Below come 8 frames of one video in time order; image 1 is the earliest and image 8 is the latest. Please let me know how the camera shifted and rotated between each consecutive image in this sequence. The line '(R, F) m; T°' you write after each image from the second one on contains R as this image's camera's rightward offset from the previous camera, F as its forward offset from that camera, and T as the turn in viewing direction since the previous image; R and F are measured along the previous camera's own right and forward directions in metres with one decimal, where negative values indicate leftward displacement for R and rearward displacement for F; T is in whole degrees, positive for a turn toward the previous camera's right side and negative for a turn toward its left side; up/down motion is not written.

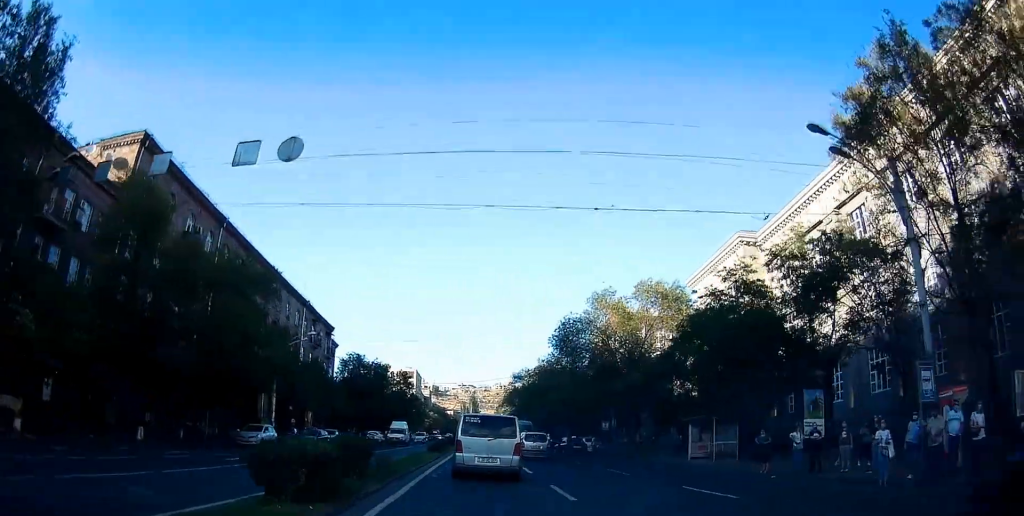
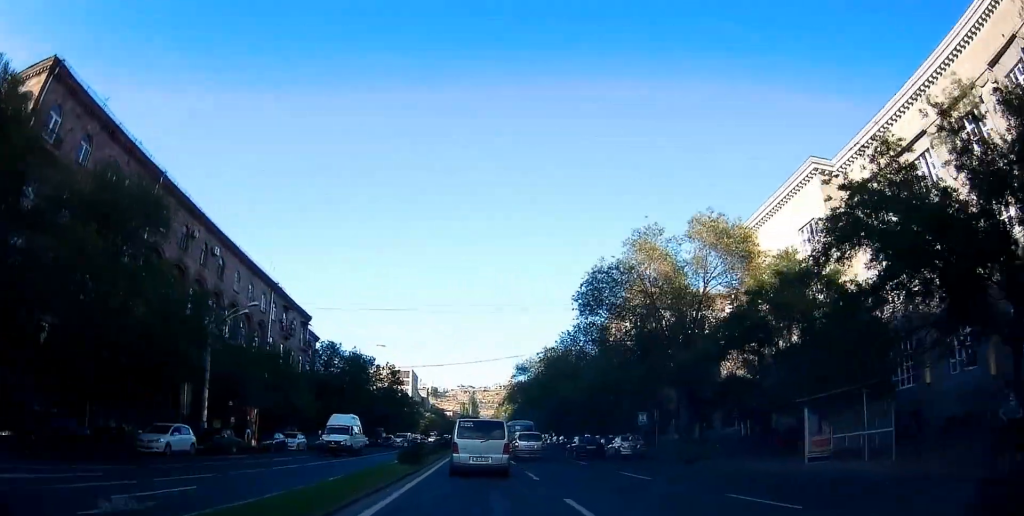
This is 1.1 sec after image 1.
(-0.3, +12.1) m; -1°
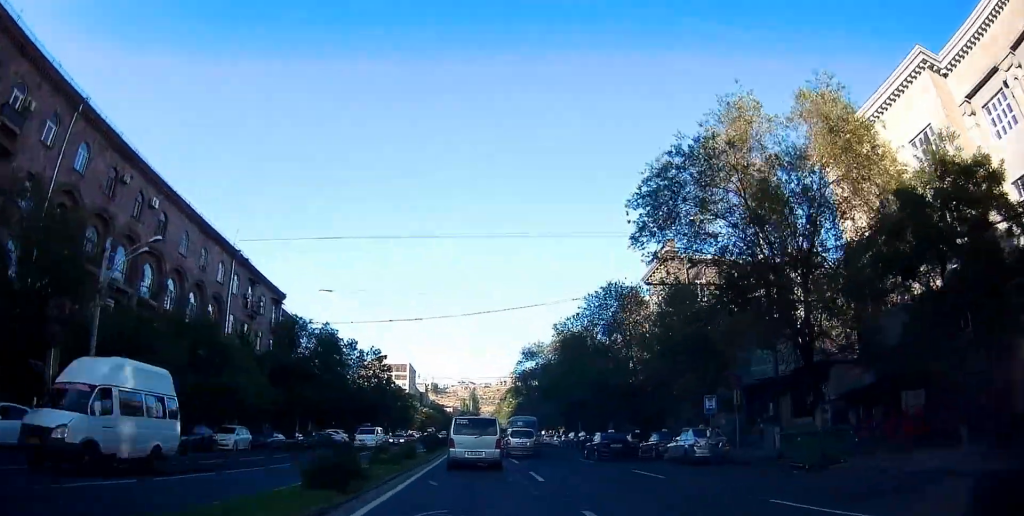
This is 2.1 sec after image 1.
(+0.1, +12.1) m; +1°
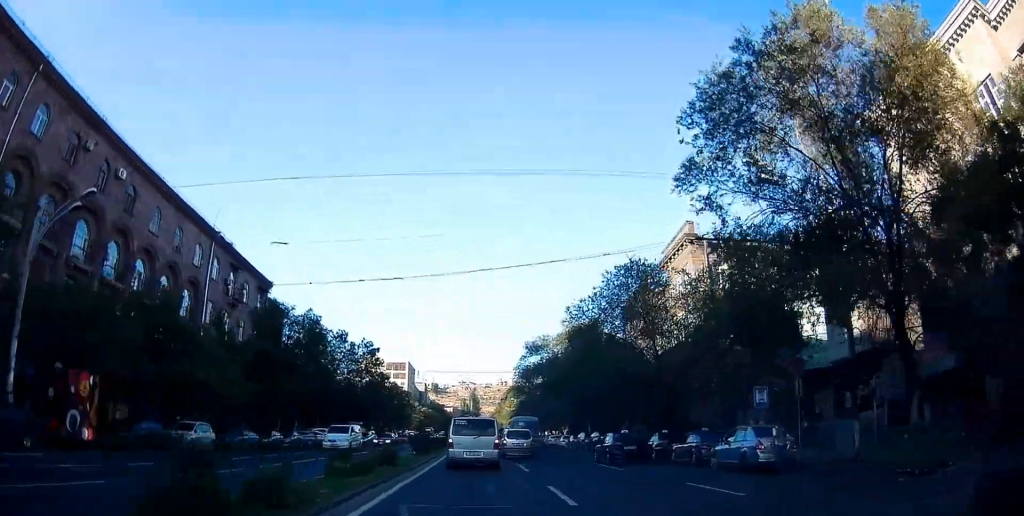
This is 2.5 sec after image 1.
(0.0, +5.4) m; 0°
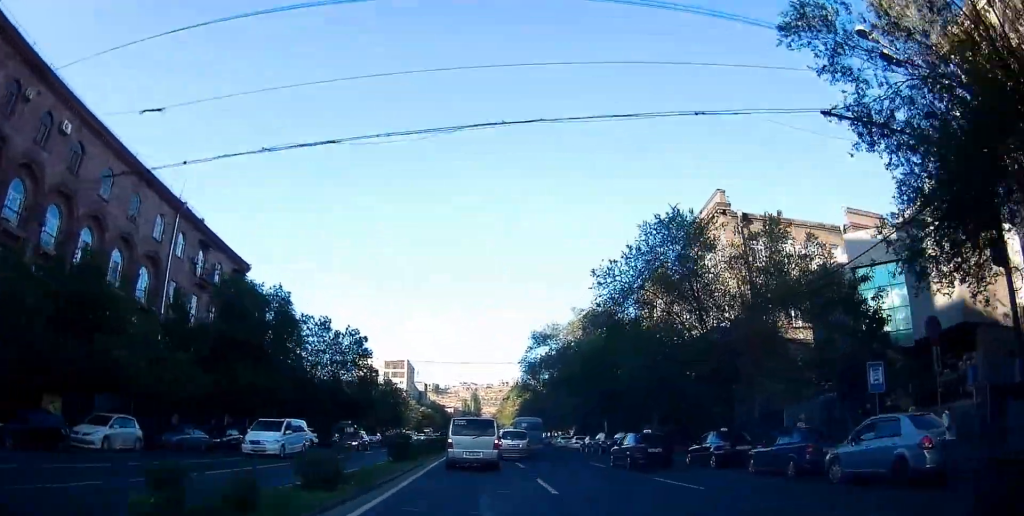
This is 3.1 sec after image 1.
(0.0, +7.7) m; 0°
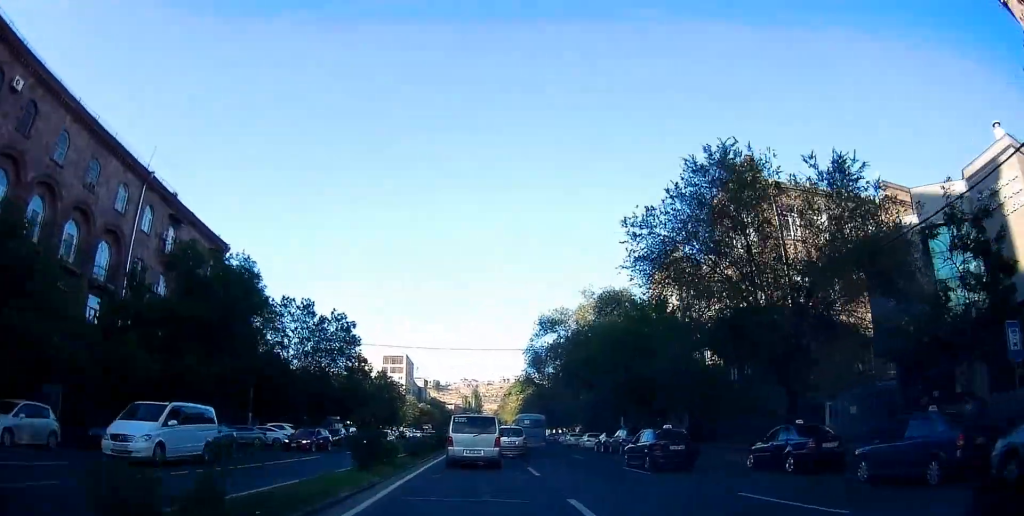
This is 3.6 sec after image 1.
(0.0, +6.0) m; 0°
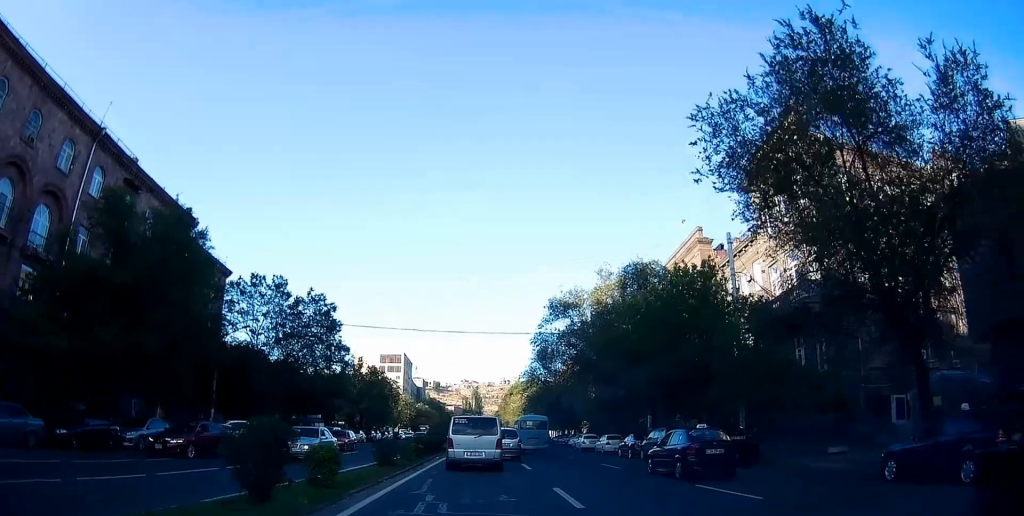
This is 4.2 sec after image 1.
(0.0, +7.8) m; +1°
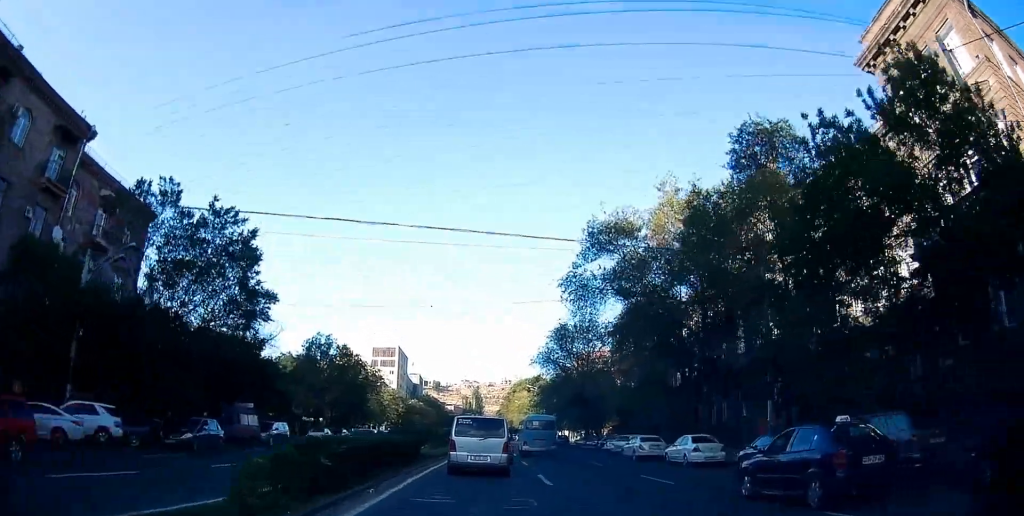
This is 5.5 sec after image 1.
(+0.3, +17.7) m; 0°
